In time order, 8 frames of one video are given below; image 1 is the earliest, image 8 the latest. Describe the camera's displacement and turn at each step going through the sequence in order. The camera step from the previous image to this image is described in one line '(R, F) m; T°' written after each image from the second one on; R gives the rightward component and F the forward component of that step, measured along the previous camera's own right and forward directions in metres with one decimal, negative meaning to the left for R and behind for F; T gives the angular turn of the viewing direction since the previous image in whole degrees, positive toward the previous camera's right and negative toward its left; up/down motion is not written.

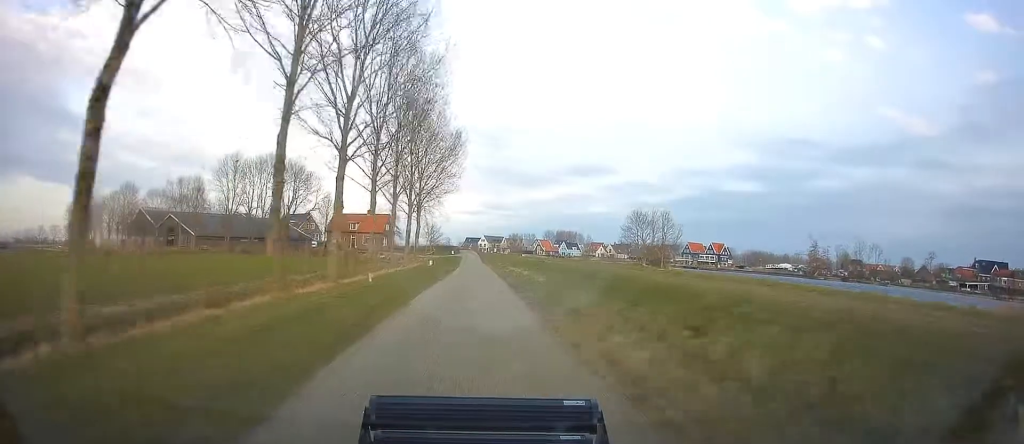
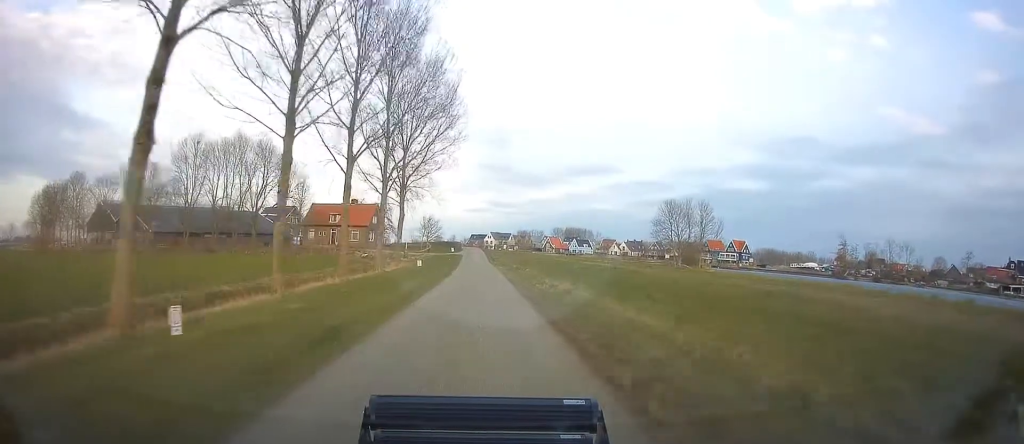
(-0.1, +20.2) m; 0°
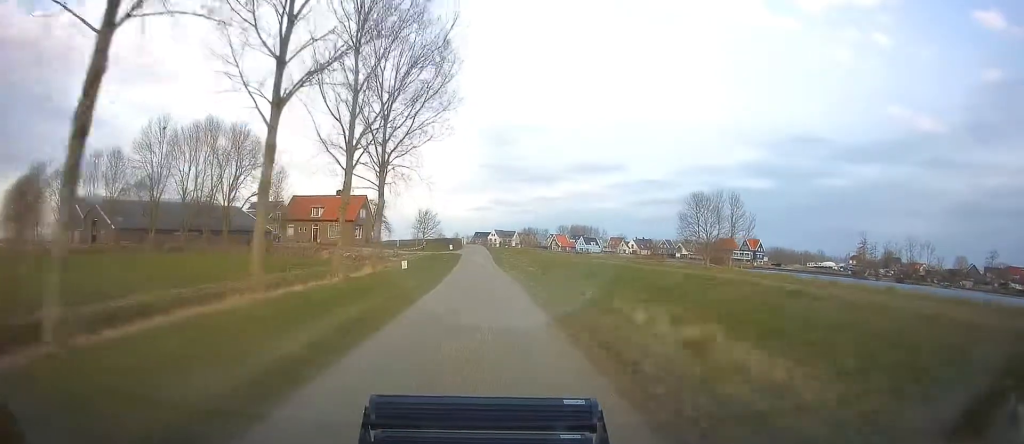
(0.0, +12.2) m; 0°
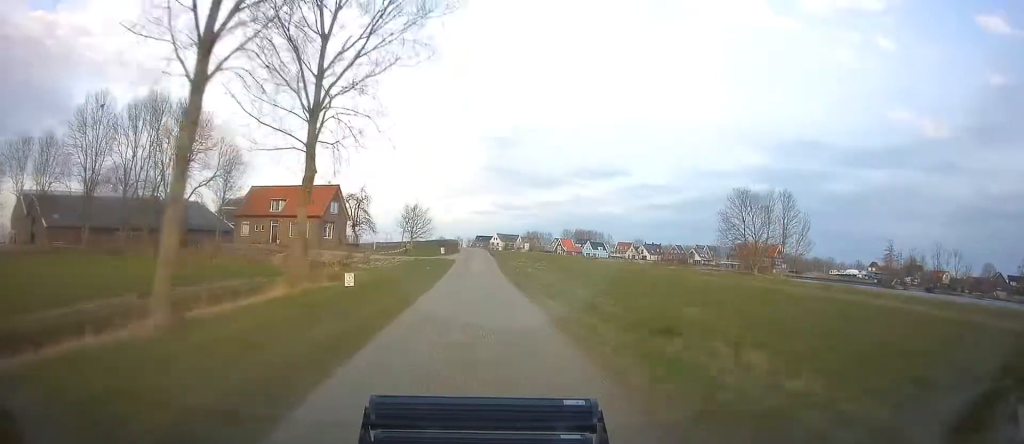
(0.0, +18.1) m; -1°
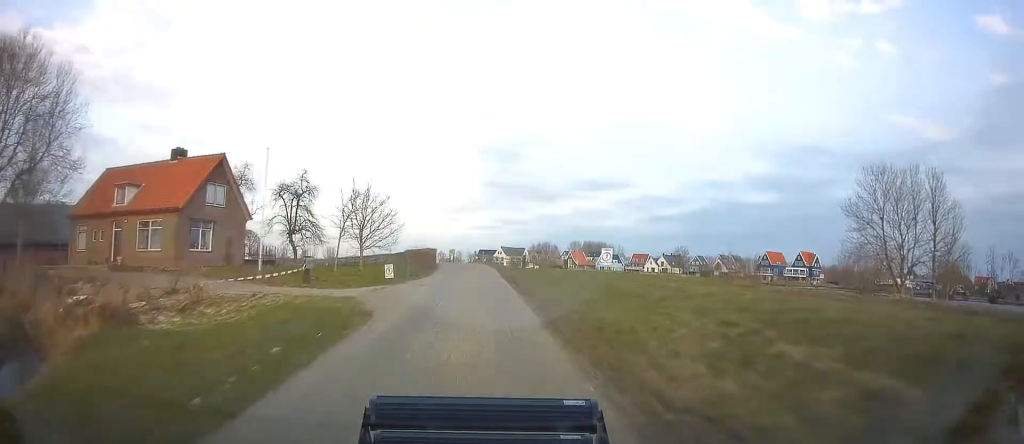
(-0.3, +30.8) m; -1°
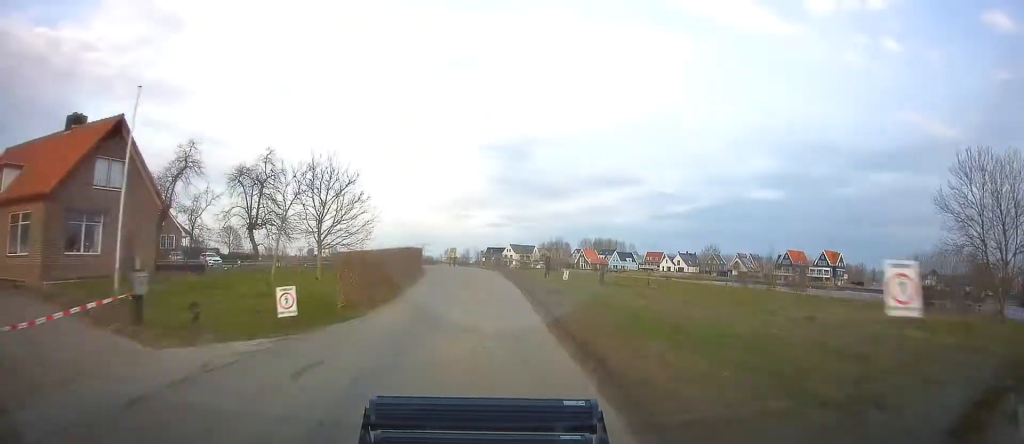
(-0.1, +13.0) m; -1°
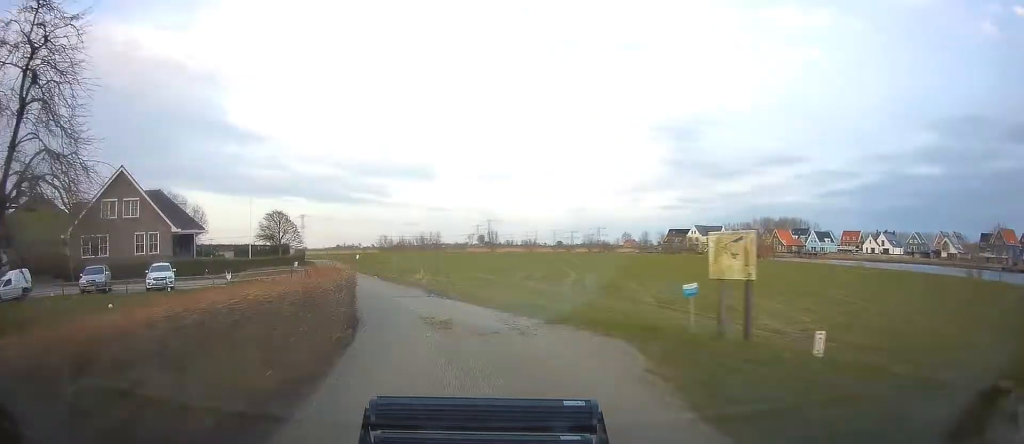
(-3.4, +41.4) m; -17°
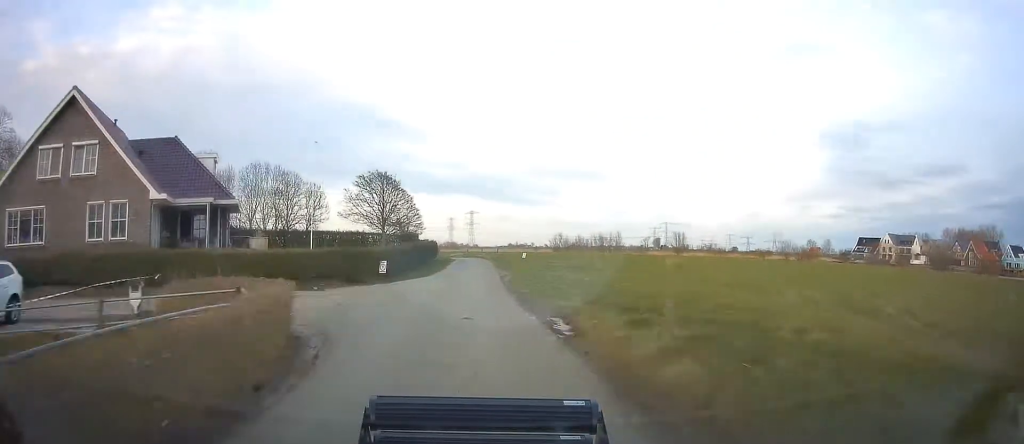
(-4.7, +27.1) m; -14°
